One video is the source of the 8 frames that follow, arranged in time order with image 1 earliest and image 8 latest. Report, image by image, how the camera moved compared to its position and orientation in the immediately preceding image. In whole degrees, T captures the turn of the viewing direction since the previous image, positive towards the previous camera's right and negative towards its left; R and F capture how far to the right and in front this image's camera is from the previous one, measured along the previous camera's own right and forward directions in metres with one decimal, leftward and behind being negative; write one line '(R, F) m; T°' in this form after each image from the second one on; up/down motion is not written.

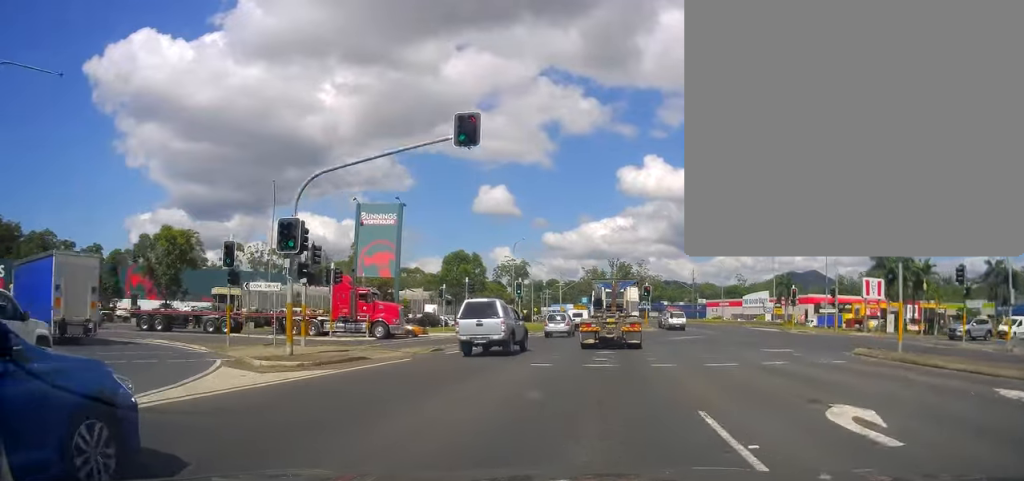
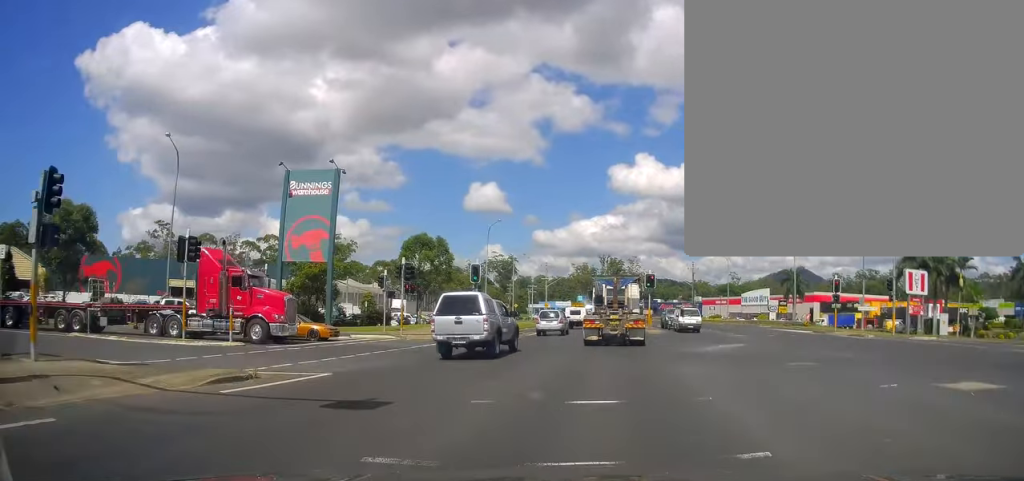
(-0.7, +13.4) m; -3°
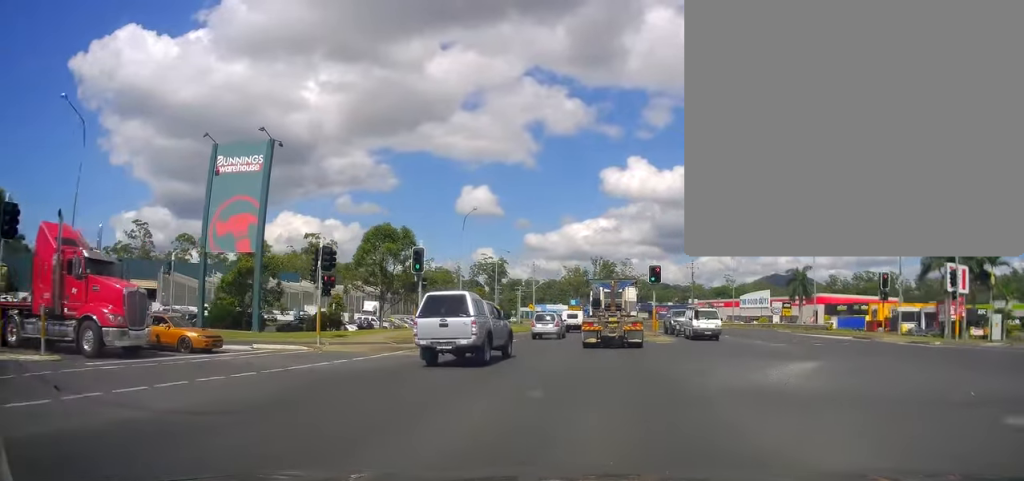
(-0.1, +9.8) m; +1°
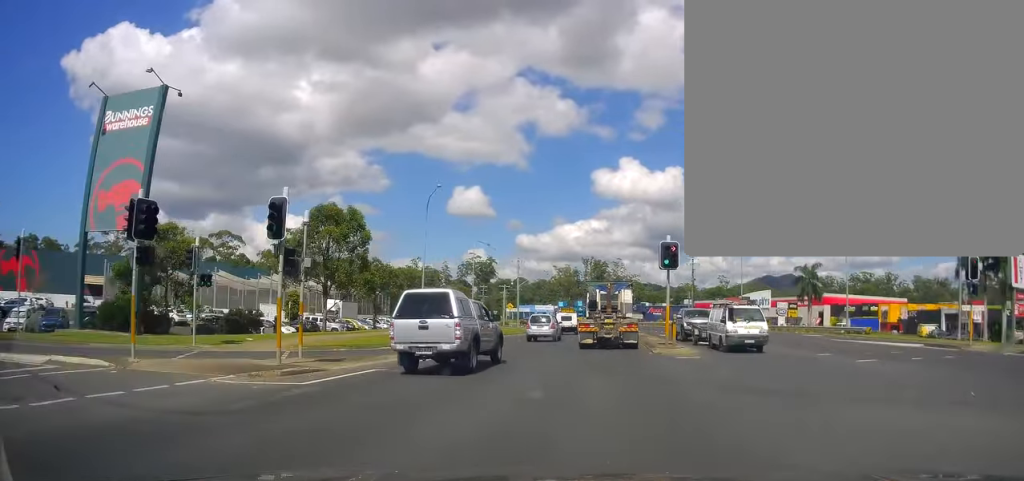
(+0.3, +11.0) m; +3°
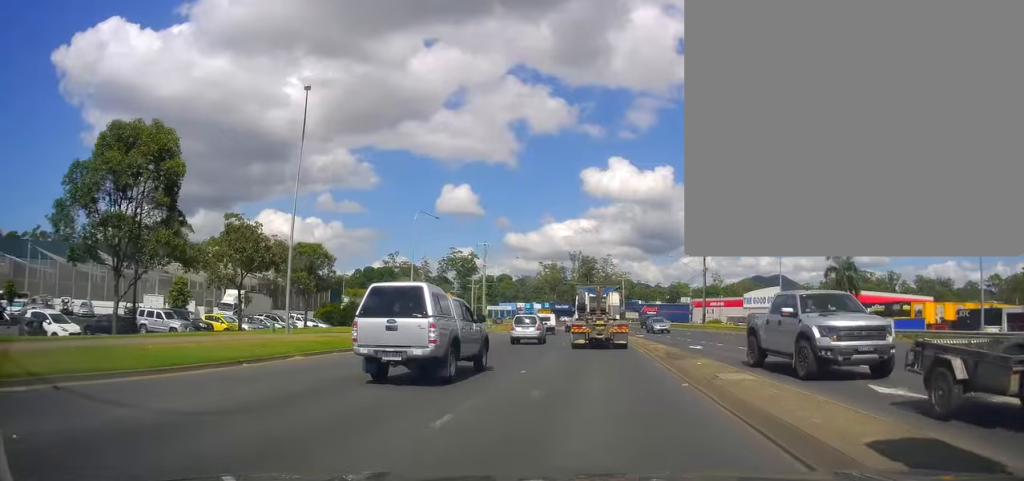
(-1.0, +21.9) m; -2°
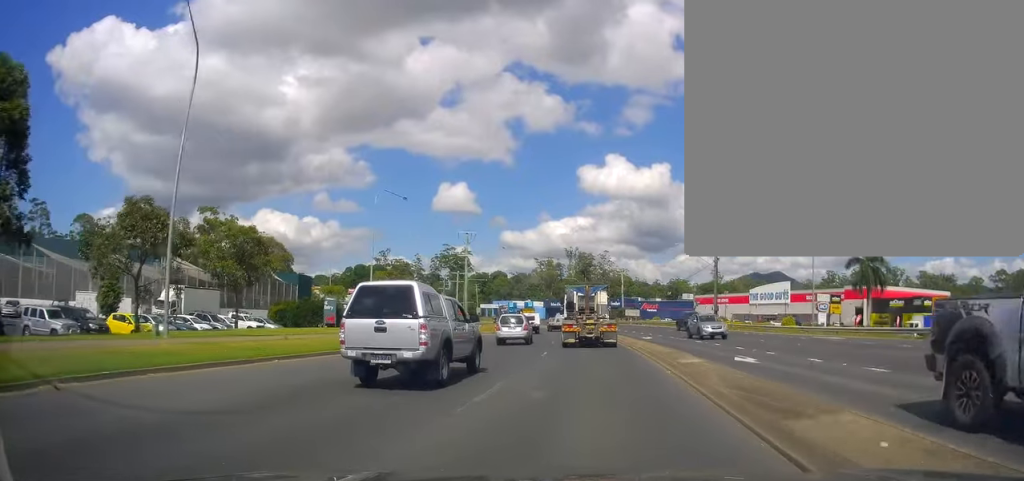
(+0.7, +10.0) m; +3°
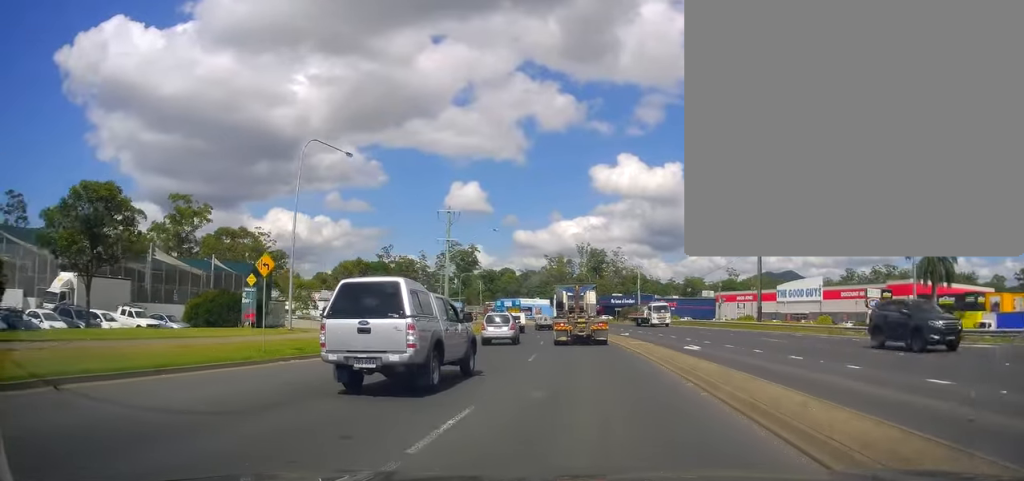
(-0.5, +15.3) m; -5°
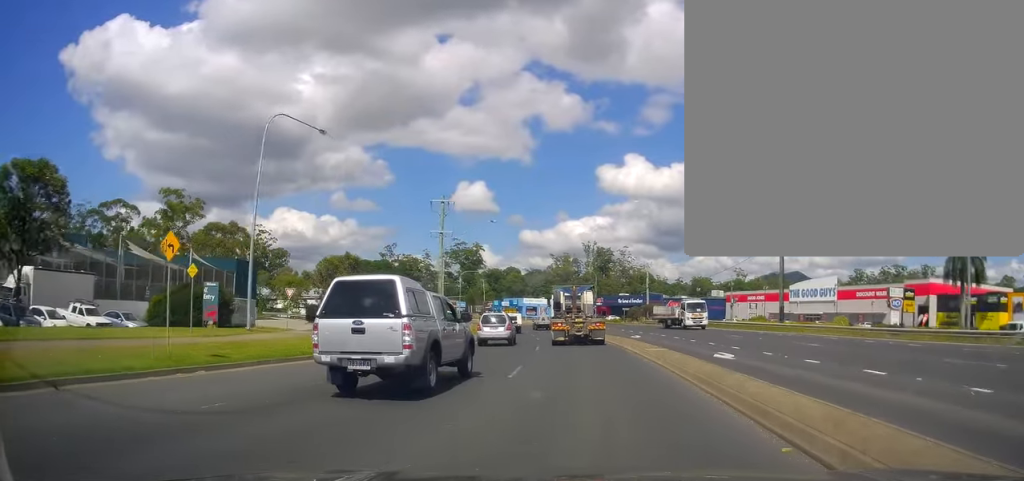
(-0.3, +5.2) m; -1°
